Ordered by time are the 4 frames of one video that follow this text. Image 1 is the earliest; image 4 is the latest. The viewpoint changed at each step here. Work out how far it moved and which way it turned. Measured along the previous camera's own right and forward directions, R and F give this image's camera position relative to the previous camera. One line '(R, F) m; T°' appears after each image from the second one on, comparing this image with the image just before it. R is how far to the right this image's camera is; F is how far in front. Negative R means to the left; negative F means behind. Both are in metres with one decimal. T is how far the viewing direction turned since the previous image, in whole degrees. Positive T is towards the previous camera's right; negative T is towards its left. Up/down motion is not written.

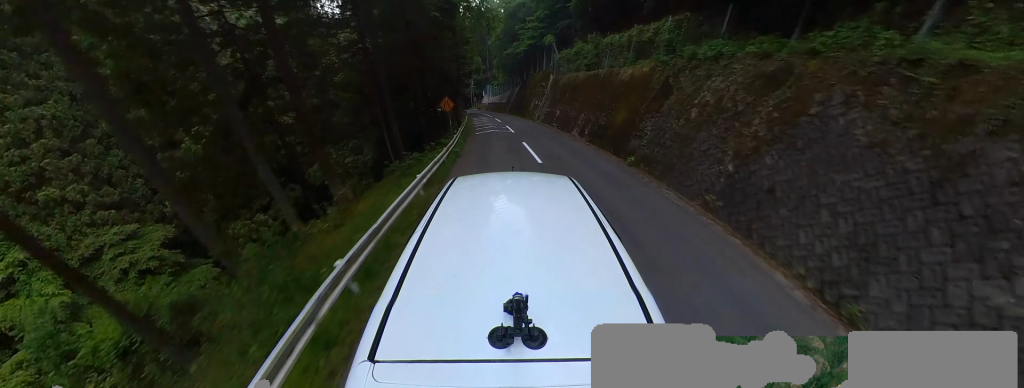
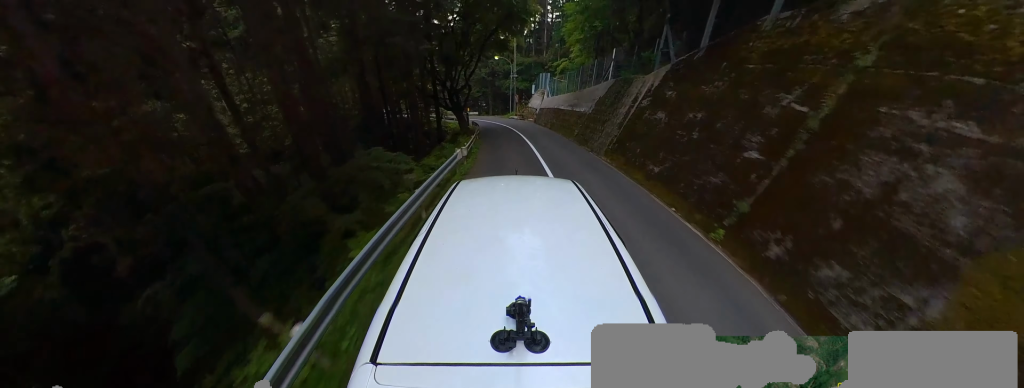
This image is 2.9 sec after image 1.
(-1.4, +32.7) m; -4°
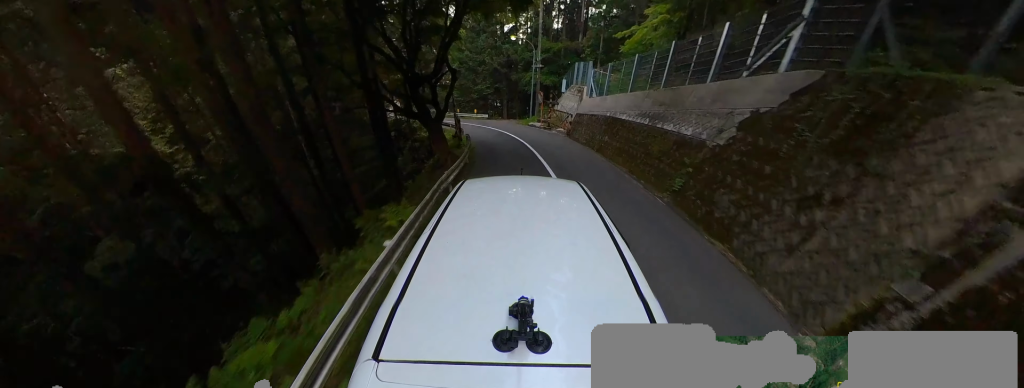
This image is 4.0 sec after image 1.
(-0.3, +11.9) m; -6°
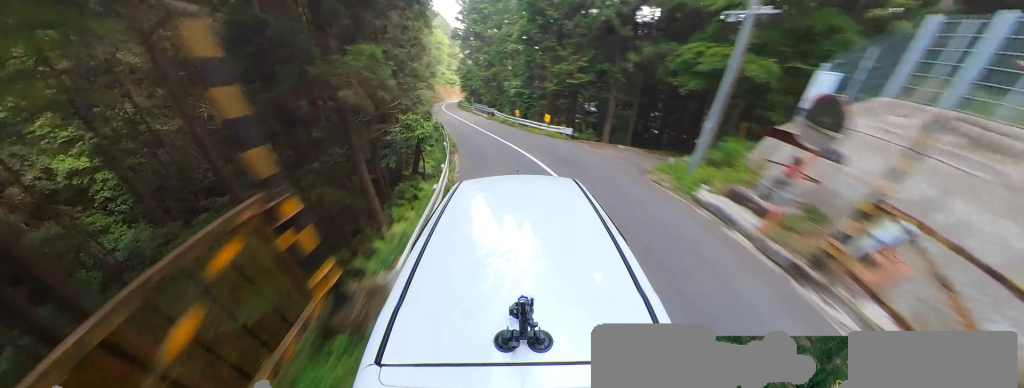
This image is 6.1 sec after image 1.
(-4.8, +20.4) m; -25°
